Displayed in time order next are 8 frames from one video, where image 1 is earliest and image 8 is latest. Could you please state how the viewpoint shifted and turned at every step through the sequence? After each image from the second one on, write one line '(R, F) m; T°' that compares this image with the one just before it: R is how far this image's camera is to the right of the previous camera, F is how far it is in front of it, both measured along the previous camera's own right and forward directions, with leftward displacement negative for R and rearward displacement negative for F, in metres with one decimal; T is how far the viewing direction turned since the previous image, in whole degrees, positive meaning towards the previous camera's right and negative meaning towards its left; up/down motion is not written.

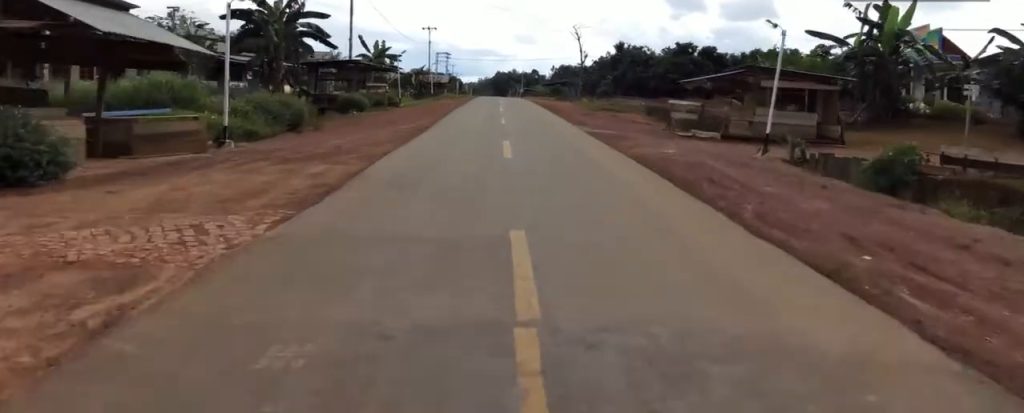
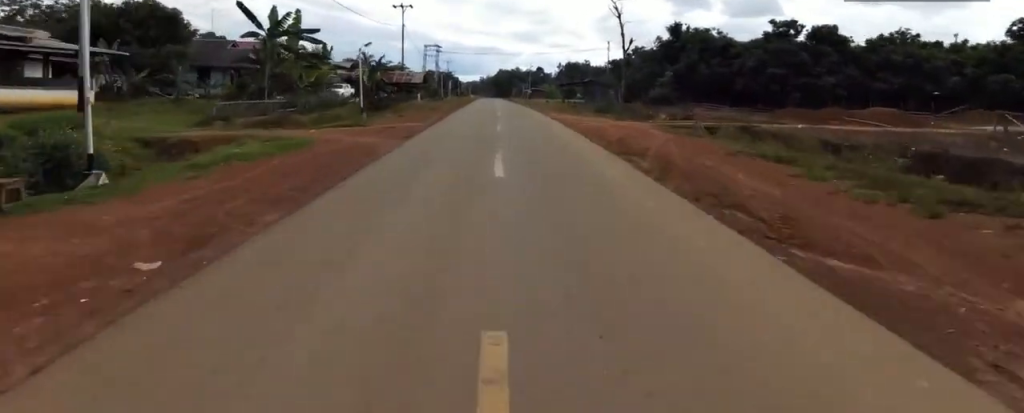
(+1.1, +26.9) m; +3°
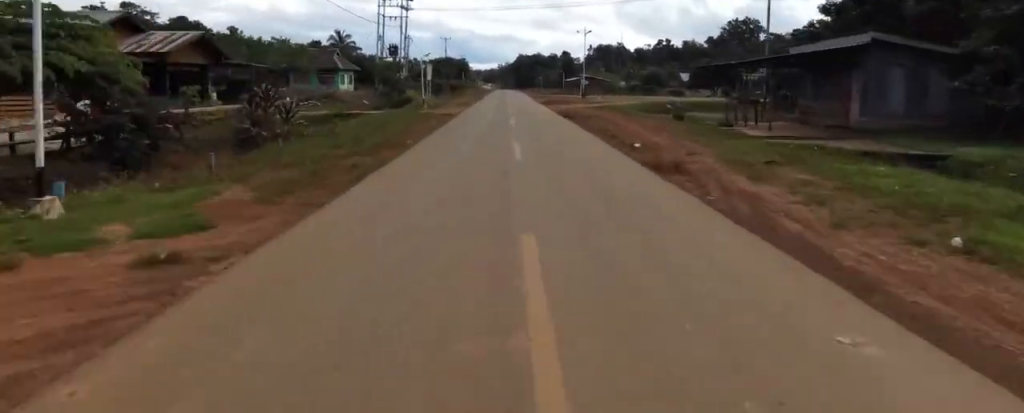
(-3.1, +53.3) m; -6°
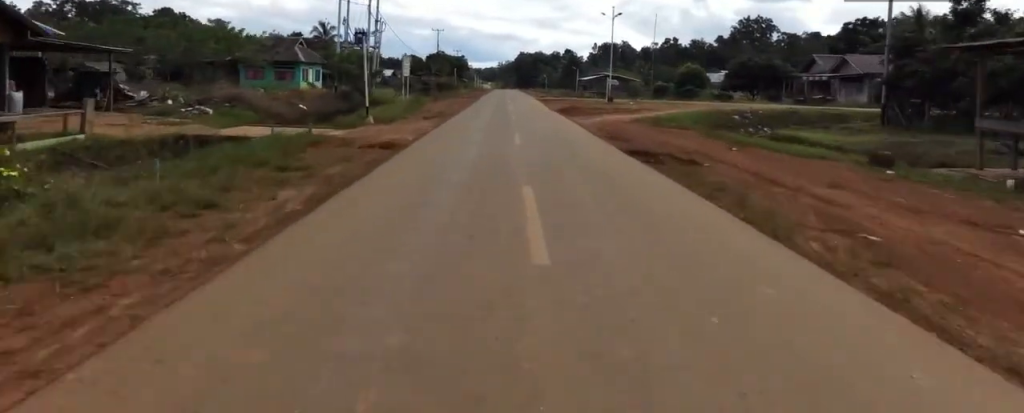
(+0.1, +14.4) m; 0°
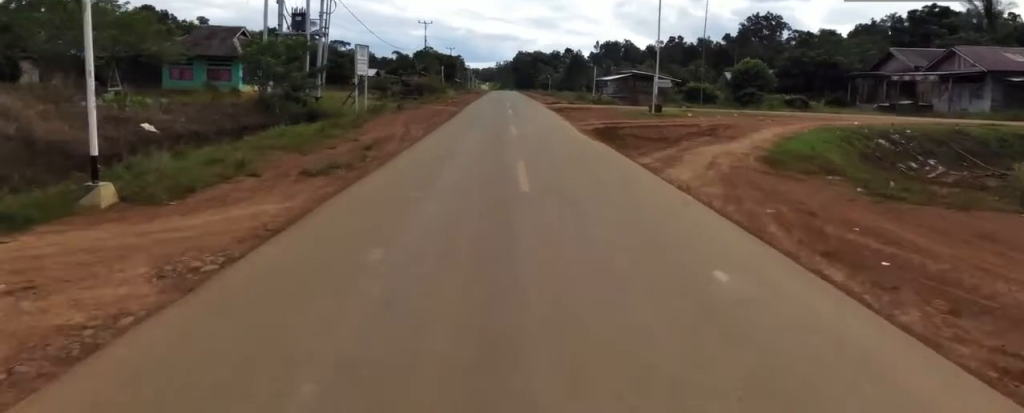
(+0.2, +13.0) m; 0°
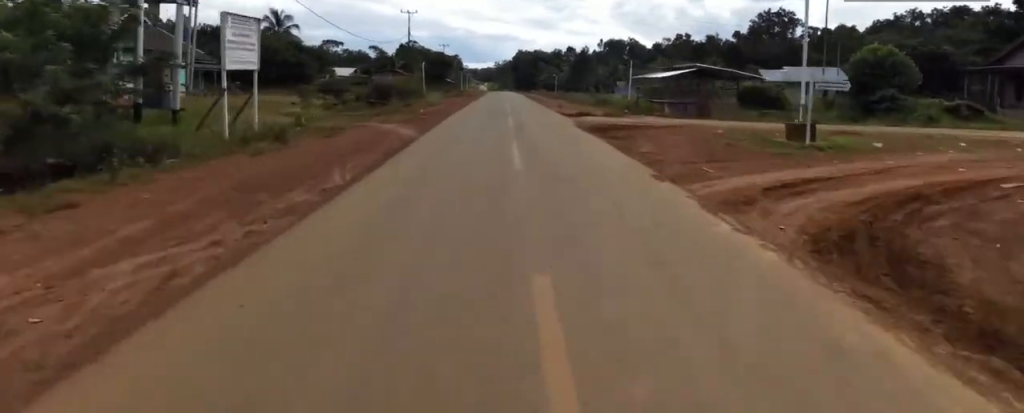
(-0.3, +14.1) m; +2°
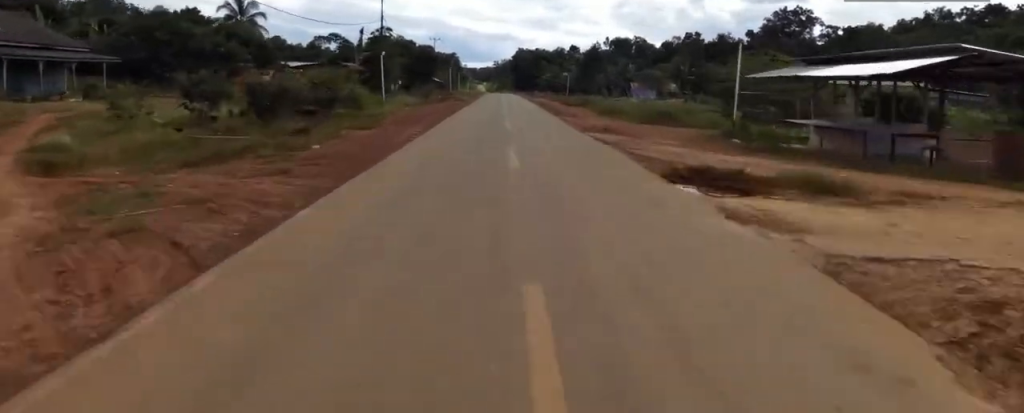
(+0.5, +16.4) m; +2°
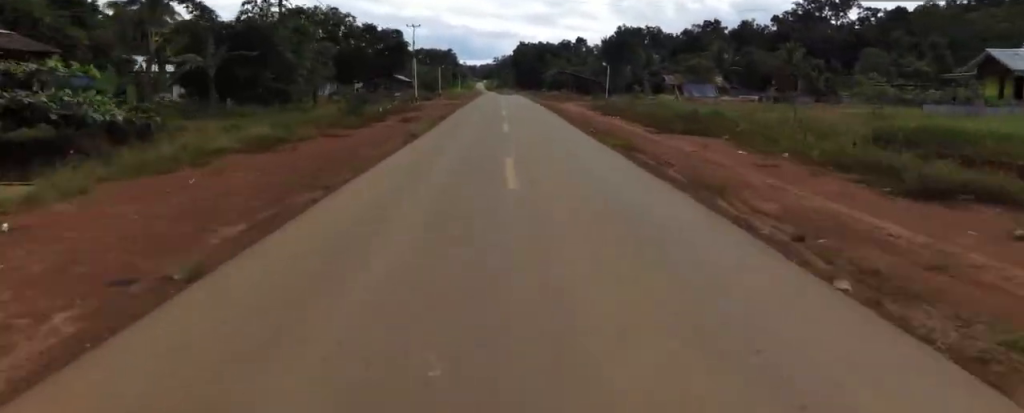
(+0.3, +26.3) m; +1°
